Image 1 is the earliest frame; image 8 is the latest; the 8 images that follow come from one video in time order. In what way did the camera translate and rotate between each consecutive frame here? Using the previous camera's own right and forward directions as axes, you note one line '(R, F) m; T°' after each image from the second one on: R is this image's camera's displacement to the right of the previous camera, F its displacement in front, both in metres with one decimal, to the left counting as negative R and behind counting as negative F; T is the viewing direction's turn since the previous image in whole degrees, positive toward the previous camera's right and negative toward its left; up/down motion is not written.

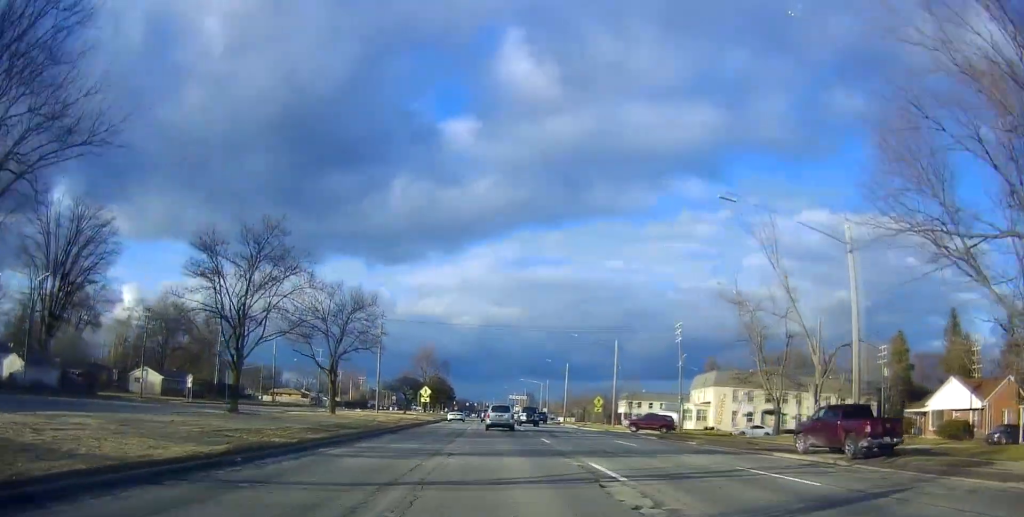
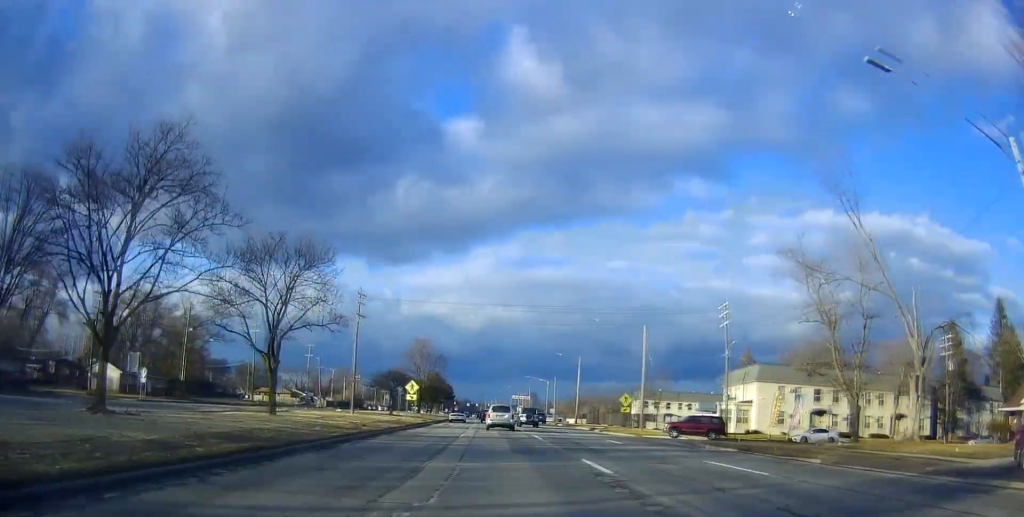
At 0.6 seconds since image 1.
(+0.3, +12.6) m; -1°
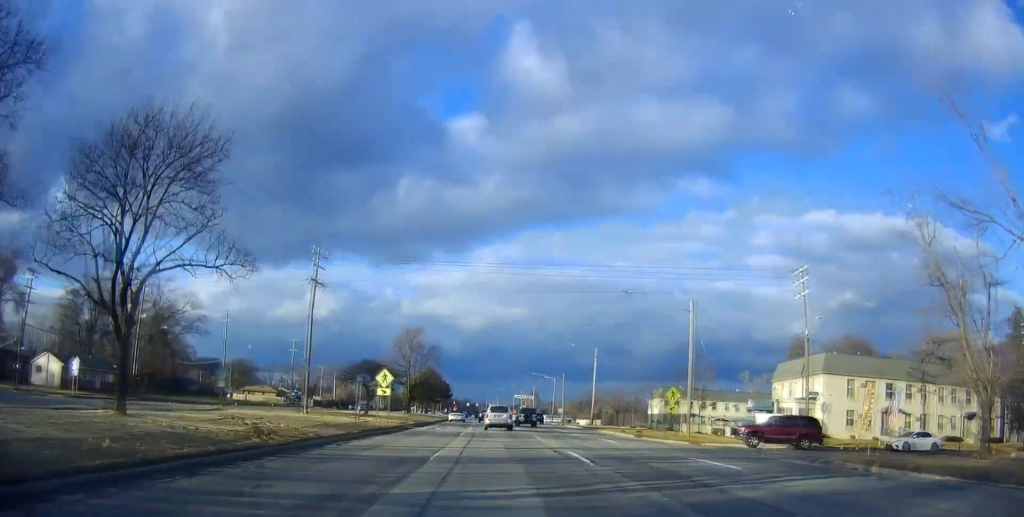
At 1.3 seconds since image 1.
(+0.3, +14.0) m; -1°
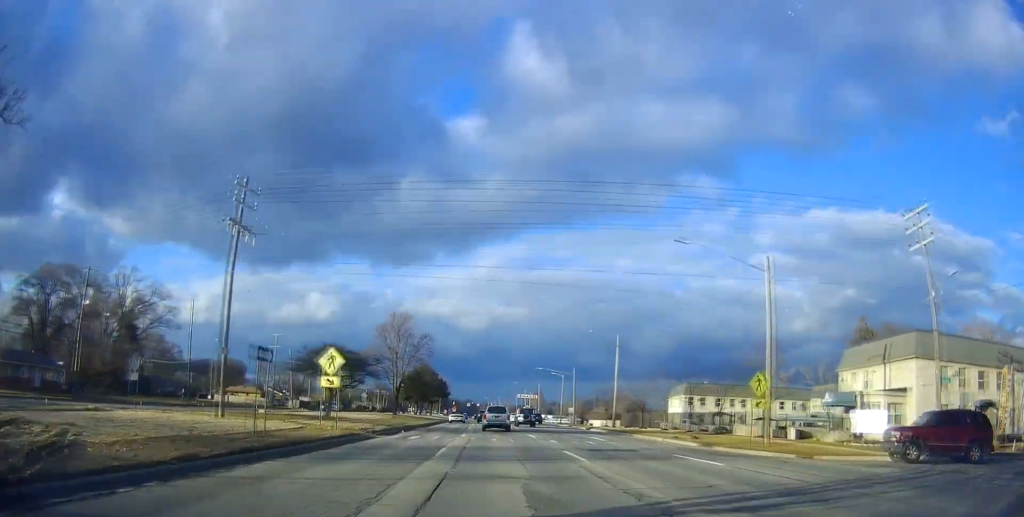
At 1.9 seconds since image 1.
(-0.7, +13.2) m; -1°
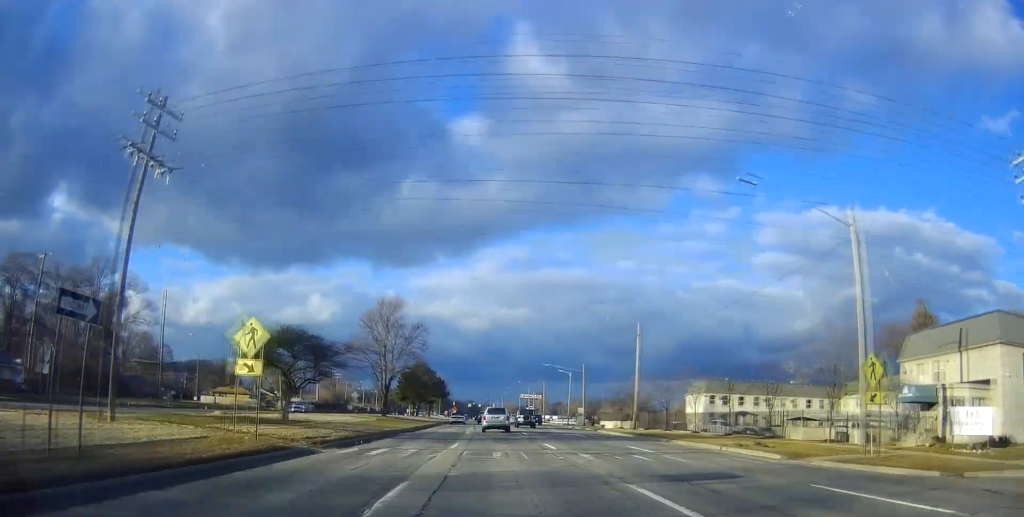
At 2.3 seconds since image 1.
(-0.1, +9.1) m; 0°
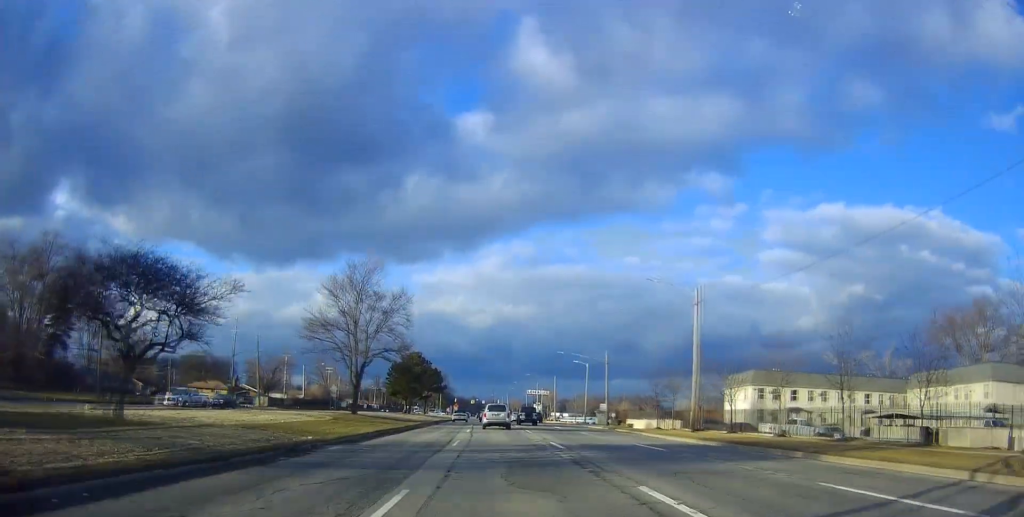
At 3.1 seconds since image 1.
(+0.3, +16.1) m; +1°
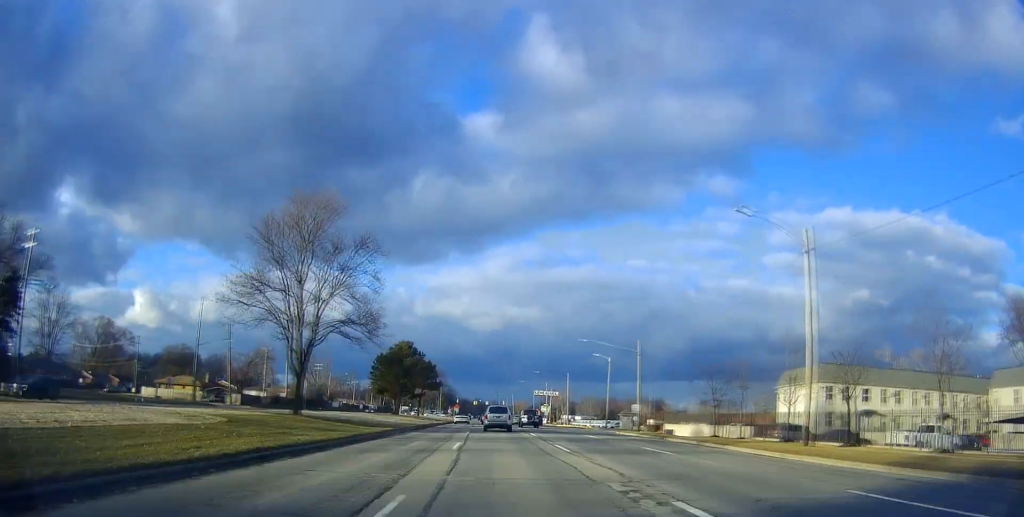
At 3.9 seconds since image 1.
(0.0, +16.1) m; -2°
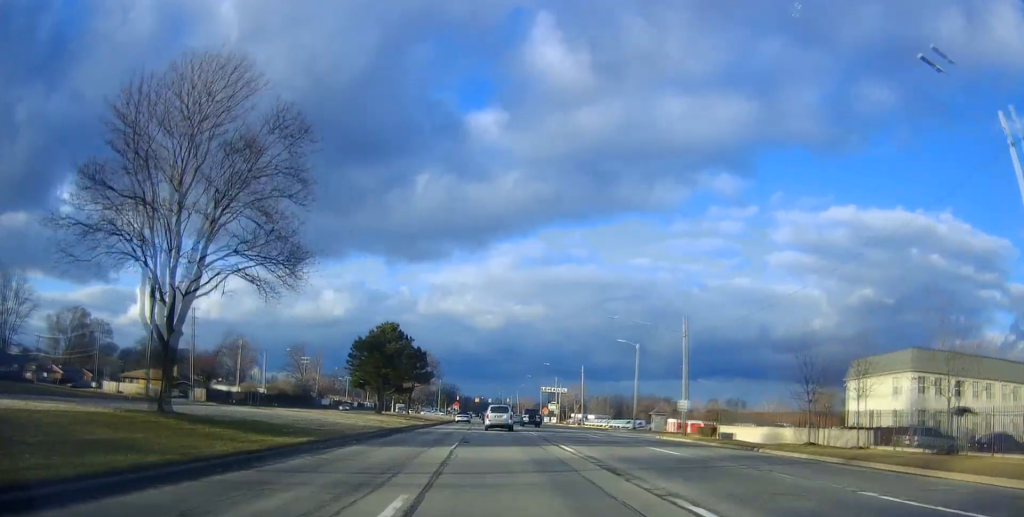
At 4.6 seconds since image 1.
(-0.3, +15.4) m; -1°
